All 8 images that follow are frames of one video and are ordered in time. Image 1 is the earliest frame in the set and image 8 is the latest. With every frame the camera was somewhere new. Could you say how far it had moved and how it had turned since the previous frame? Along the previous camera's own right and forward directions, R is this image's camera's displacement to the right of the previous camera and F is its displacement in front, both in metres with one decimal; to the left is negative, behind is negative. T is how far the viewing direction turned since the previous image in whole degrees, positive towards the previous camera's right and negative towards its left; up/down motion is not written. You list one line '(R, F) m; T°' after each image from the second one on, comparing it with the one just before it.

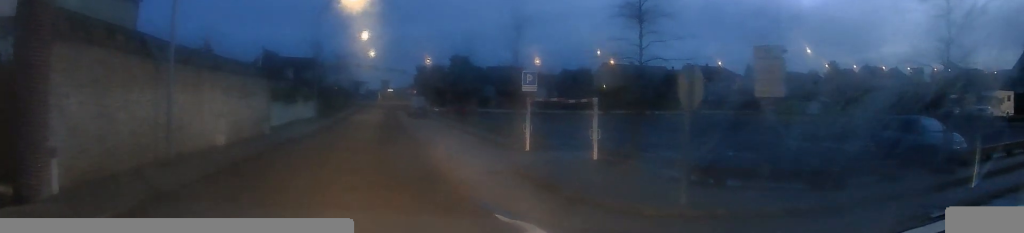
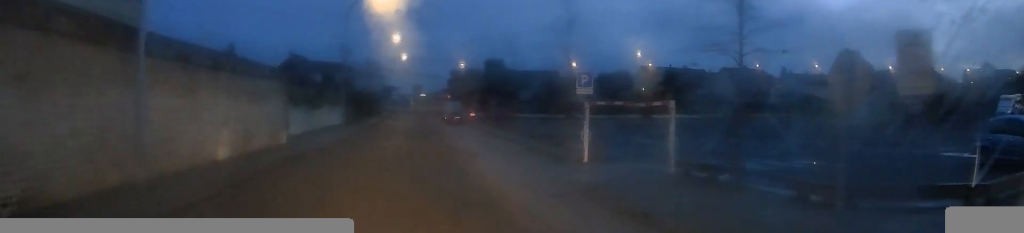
(0.0, +2.4) m; 0°
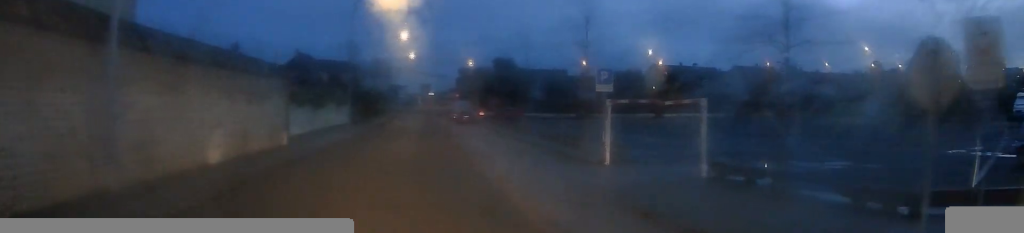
(+0.1, +1.1) m; -1°
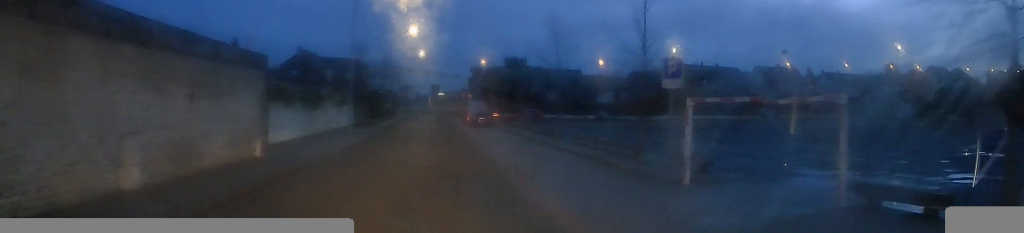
(-0.1, +5.0) m; 0°
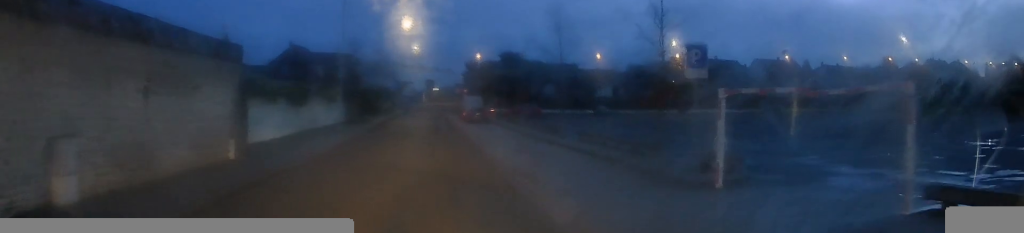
(+0.1, +2.0) m; 0°
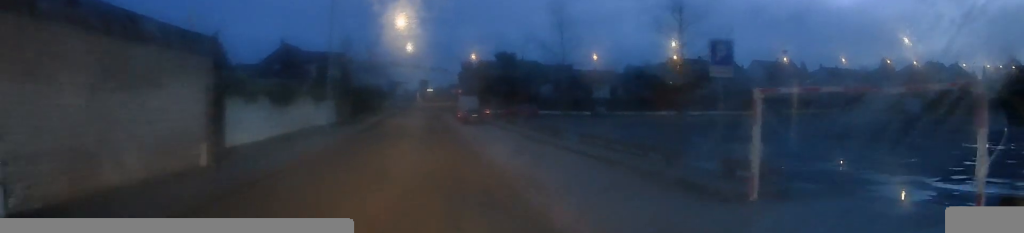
(-0.1, +1.8) m; 0°
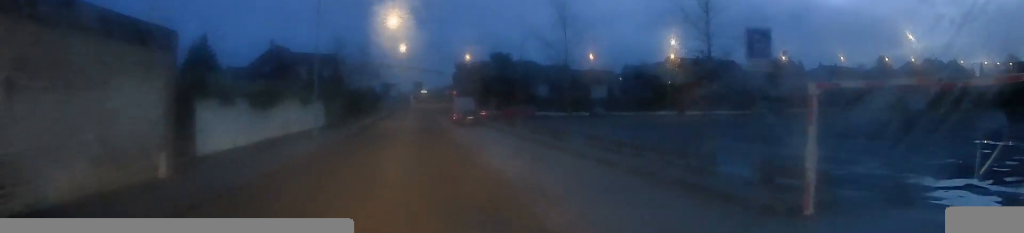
(-0.1, +2.2) m; 0°
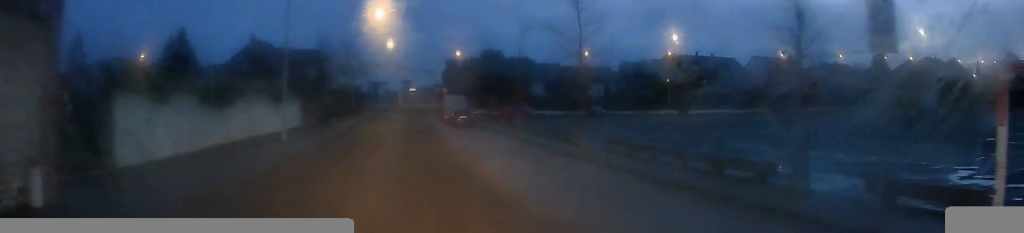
(+0.1, +4.6) m; +1°
